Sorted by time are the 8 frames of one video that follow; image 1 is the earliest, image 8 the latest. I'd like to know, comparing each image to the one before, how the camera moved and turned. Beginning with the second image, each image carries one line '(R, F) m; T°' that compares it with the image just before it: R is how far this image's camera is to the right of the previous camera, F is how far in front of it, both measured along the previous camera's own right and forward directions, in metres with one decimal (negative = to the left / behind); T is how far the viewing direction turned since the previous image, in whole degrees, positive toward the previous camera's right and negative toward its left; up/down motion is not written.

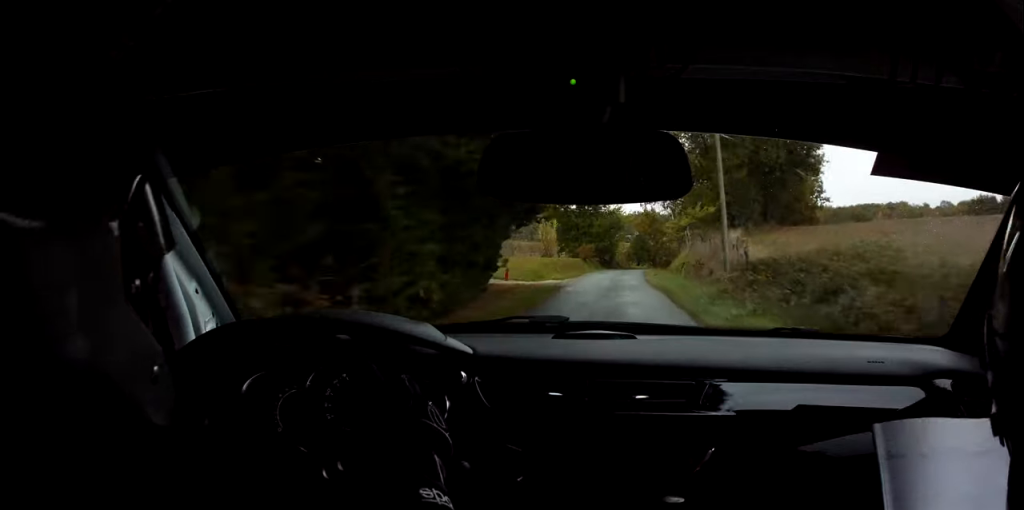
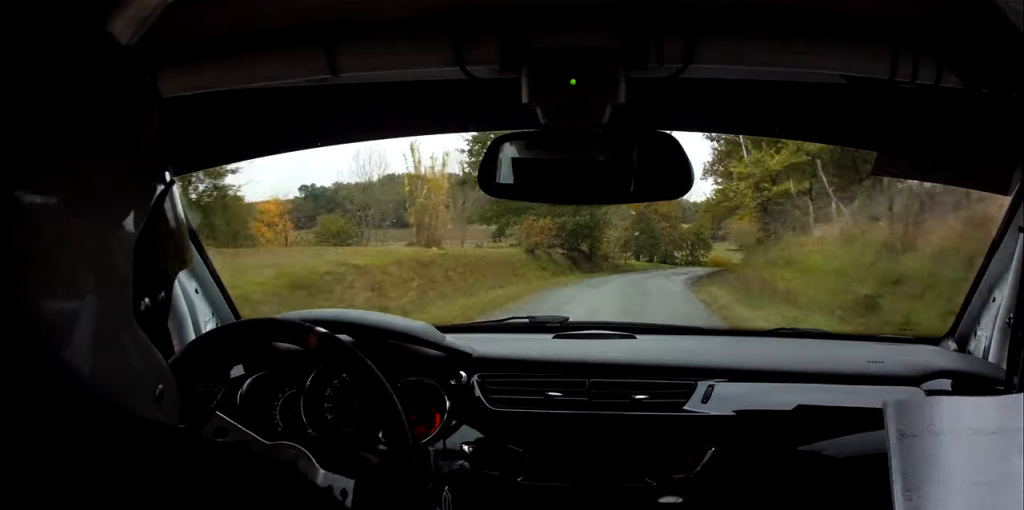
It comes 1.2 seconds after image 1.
(+0.4, +37.7) m; +3°
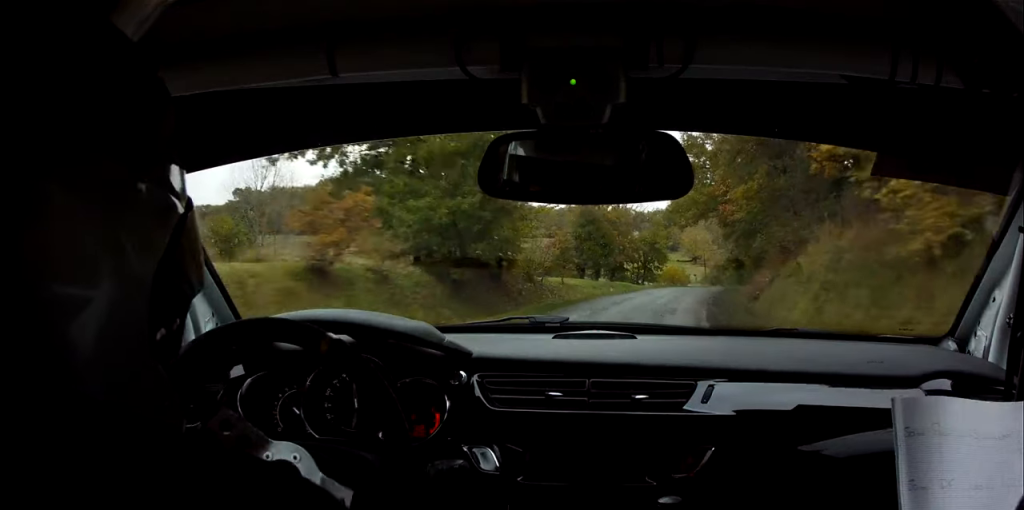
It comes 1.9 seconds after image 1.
(+0.6, +18.2) m; +3°
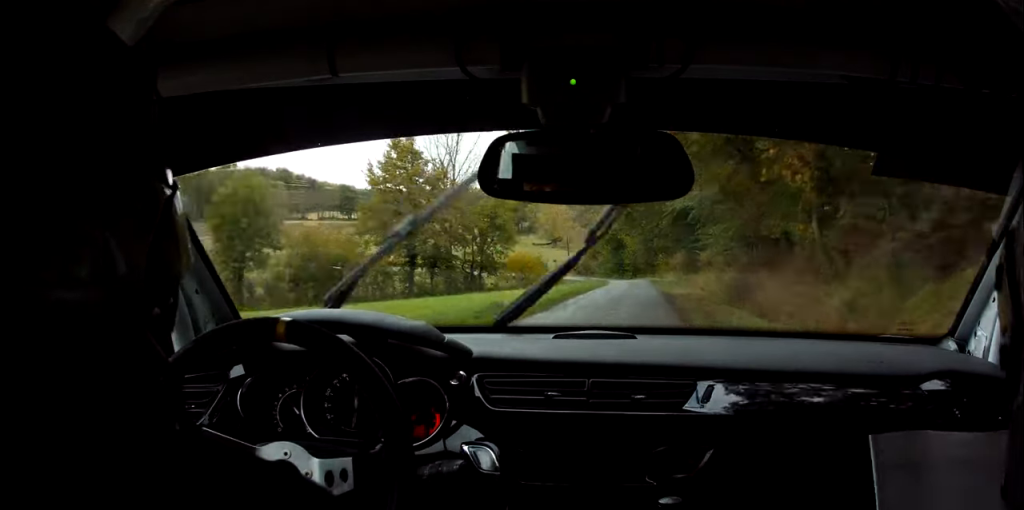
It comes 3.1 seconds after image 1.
(+2.0, +37.2) m; +7°
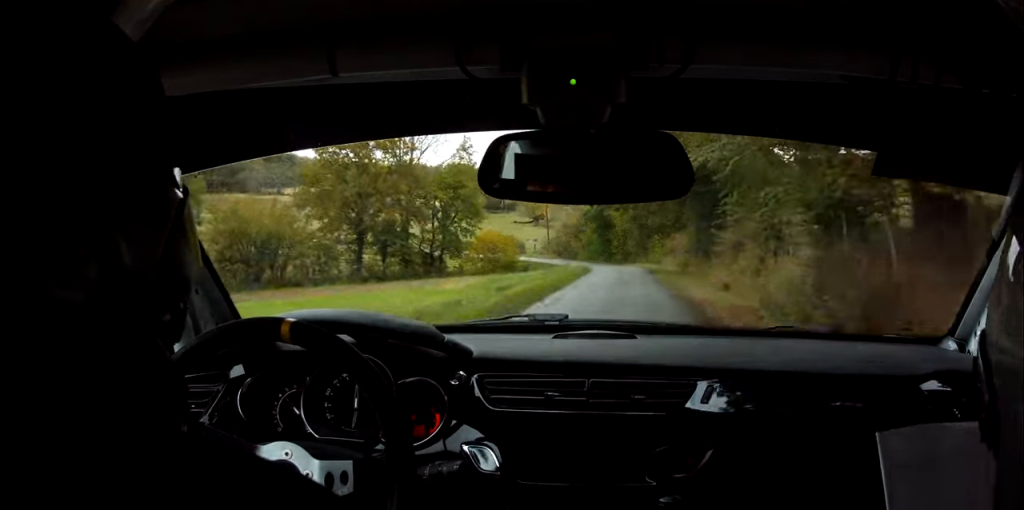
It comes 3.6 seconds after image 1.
(+0.4, +12.7) m; +2°
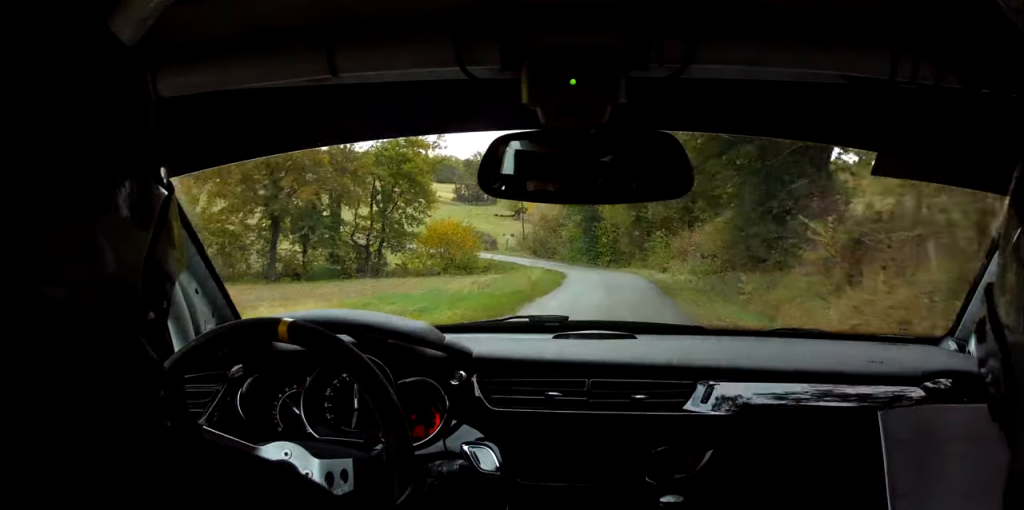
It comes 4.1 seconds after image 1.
(+0.4, +16.6) m; +2°
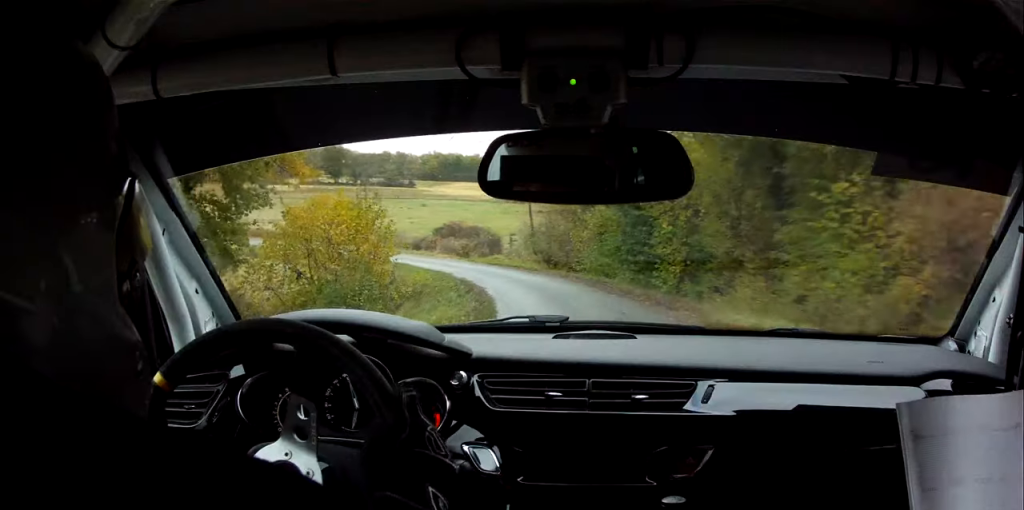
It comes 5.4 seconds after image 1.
(+0.3, +33.4) m; -3°
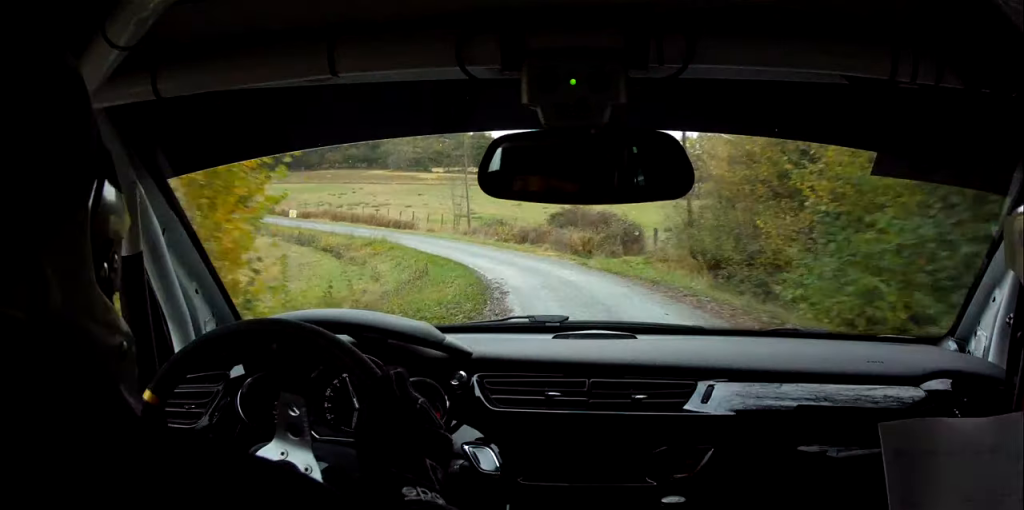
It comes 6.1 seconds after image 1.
(-0.7, +19.1) m; -6°
